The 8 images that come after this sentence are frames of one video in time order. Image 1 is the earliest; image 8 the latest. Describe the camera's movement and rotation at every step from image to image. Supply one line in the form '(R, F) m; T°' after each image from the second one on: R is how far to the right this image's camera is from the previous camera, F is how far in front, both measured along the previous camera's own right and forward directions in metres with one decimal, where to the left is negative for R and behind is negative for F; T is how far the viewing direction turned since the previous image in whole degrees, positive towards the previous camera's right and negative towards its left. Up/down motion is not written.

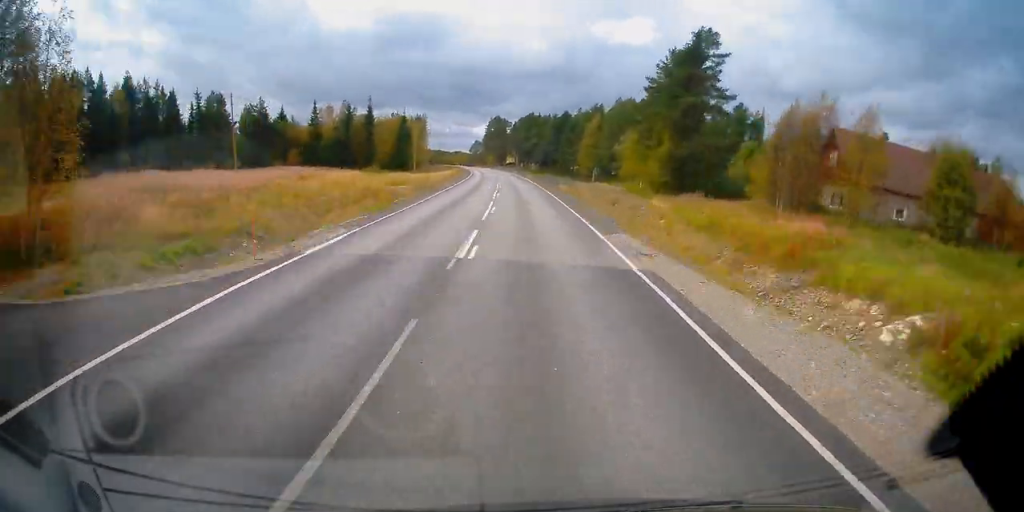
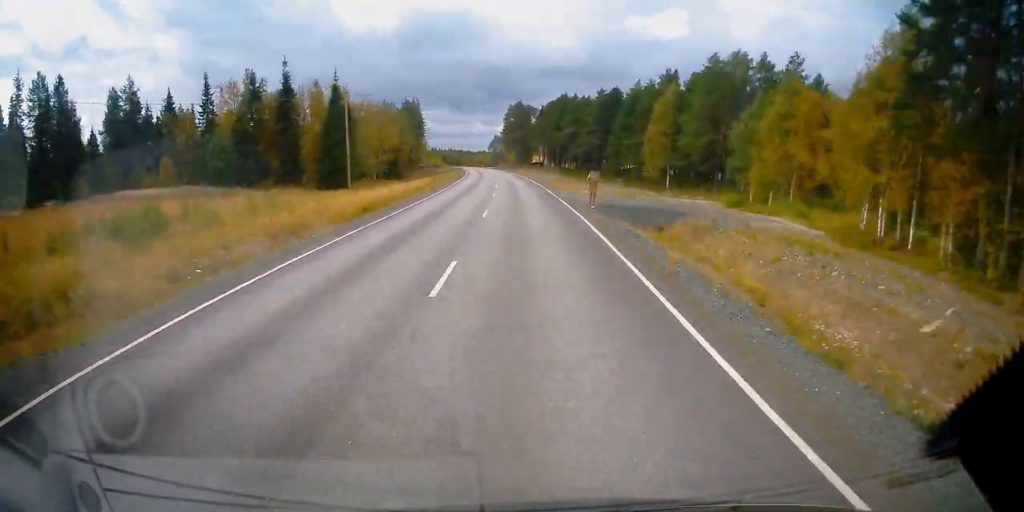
(-0.8, +51.3) m; -3°
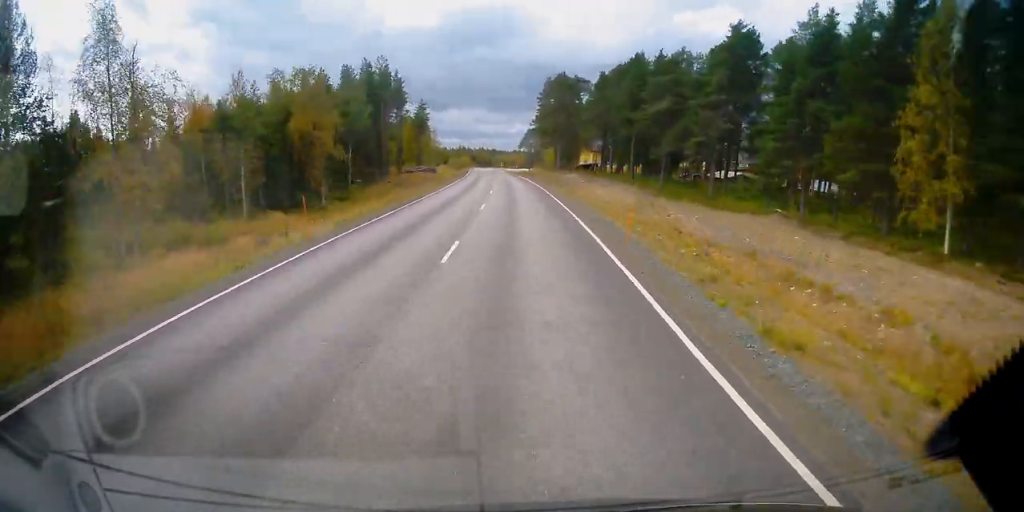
(-2.4, +57.1) m; -3°
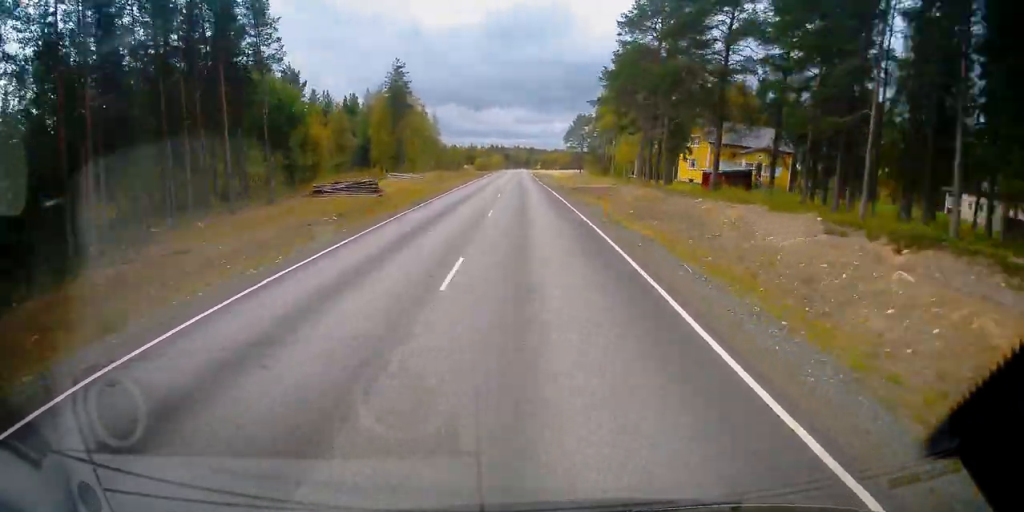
(-1.7, +62.7) m; -2°
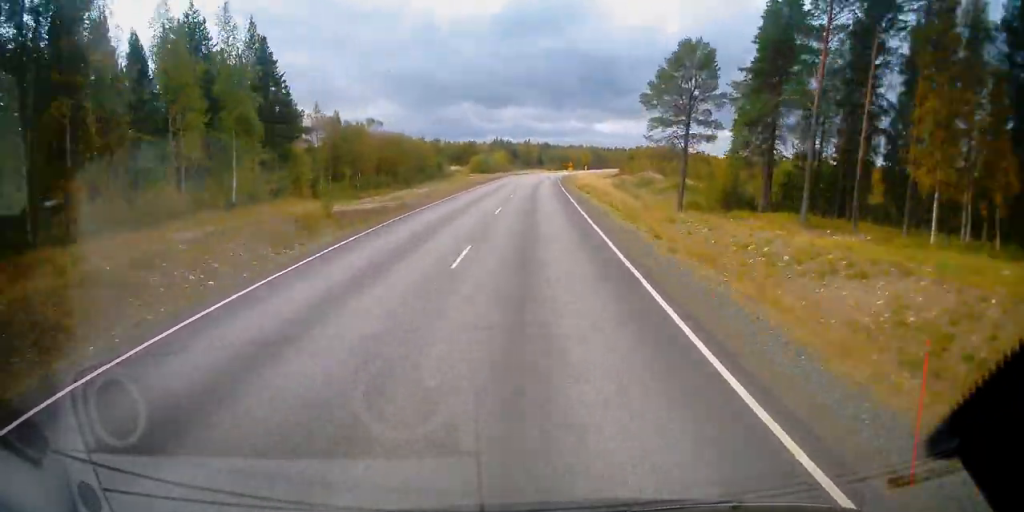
(-1.1, +82.2) m; 0°
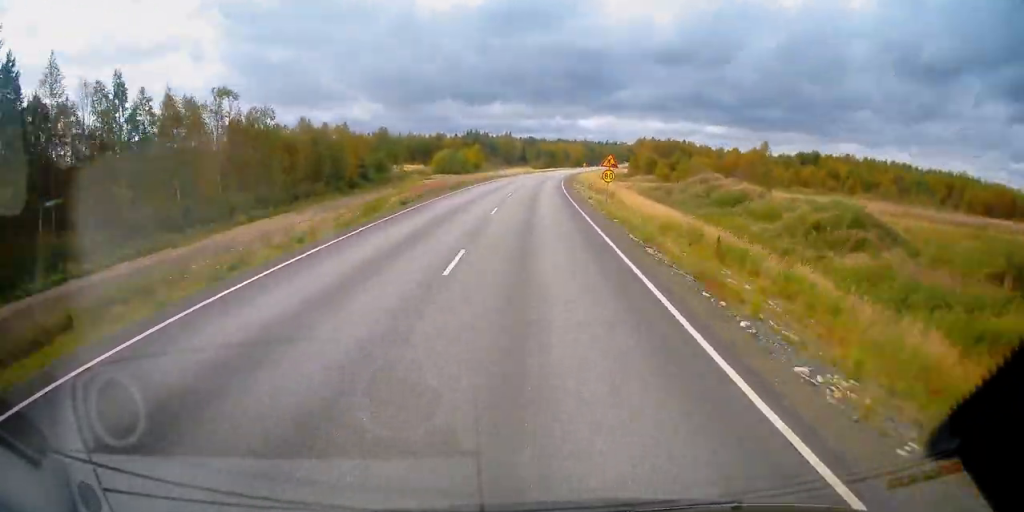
(-0.2, +48.1) m; +2°
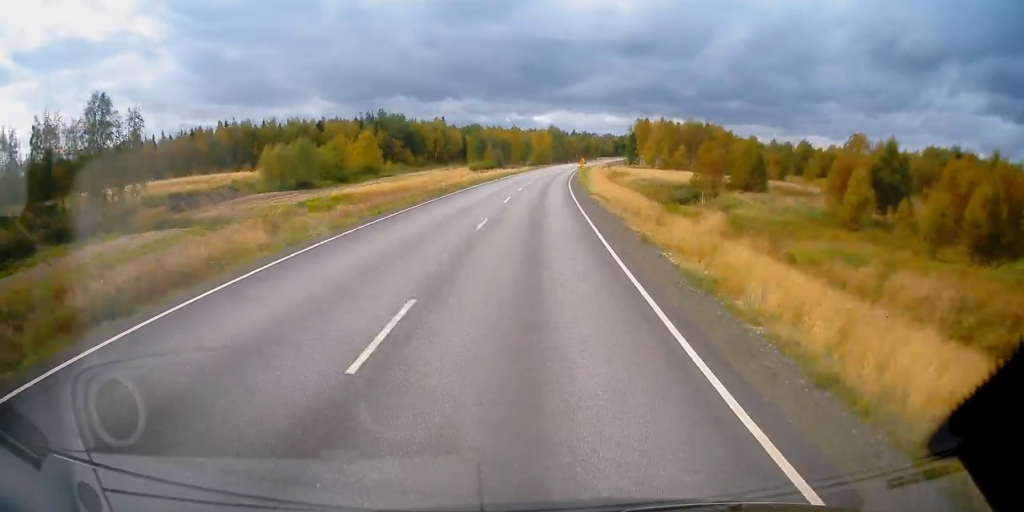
(+3.5, +85.7) m; +5°
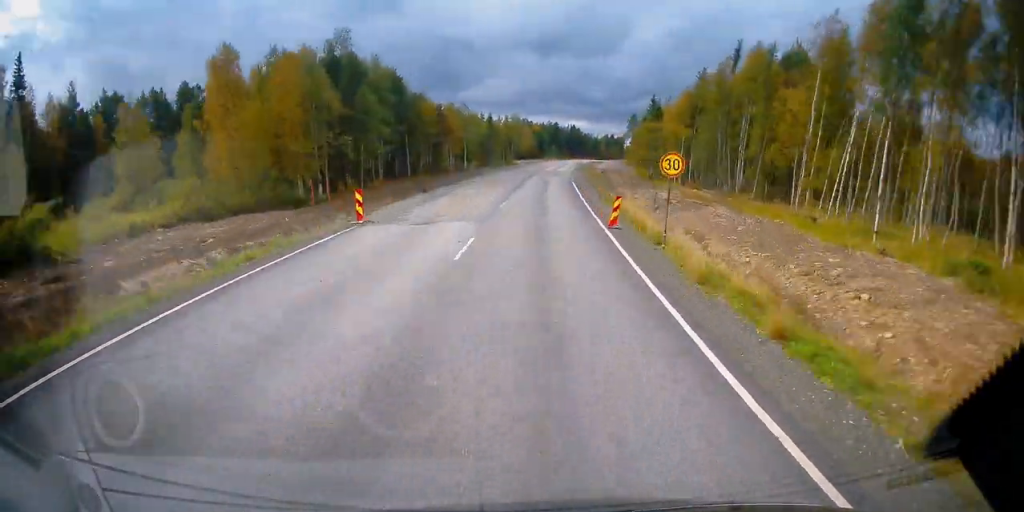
(+11.9, +149.8) m; +9°
